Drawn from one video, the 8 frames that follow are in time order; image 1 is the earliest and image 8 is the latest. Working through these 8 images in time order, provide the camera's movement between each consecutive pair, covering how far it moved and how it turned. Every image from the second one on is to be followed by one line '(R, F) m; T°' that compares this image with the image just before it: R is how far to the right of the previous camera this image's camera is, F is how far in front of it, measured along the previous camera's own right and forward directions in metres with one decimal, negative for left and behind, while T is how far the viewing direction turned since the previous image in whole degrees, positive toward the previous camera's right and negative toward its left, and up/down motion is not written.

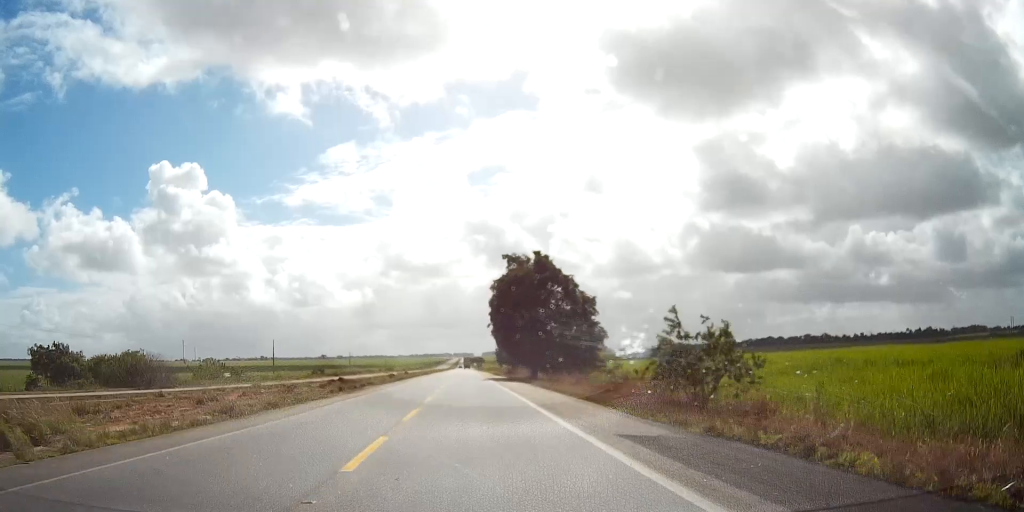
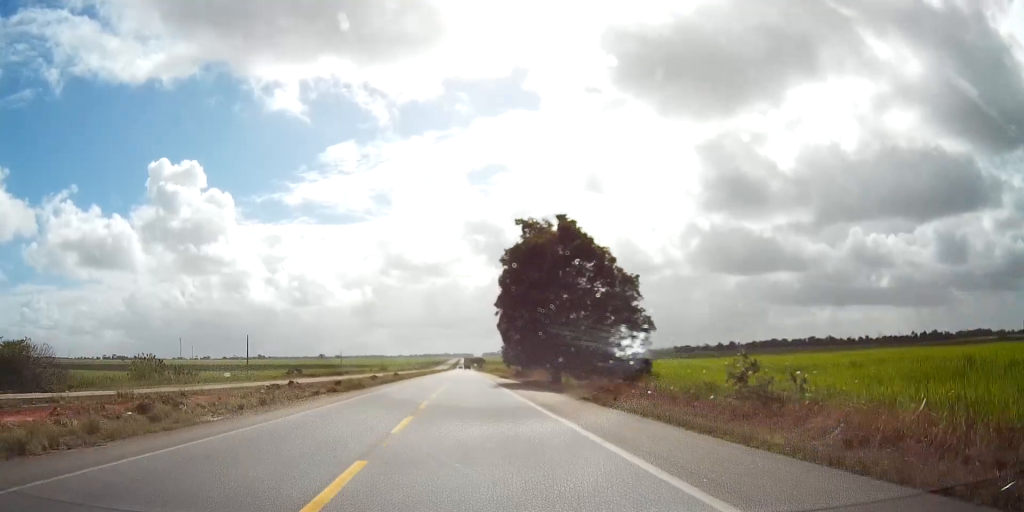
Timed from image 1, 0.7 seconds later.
(0.0, +19.4) m; 0°
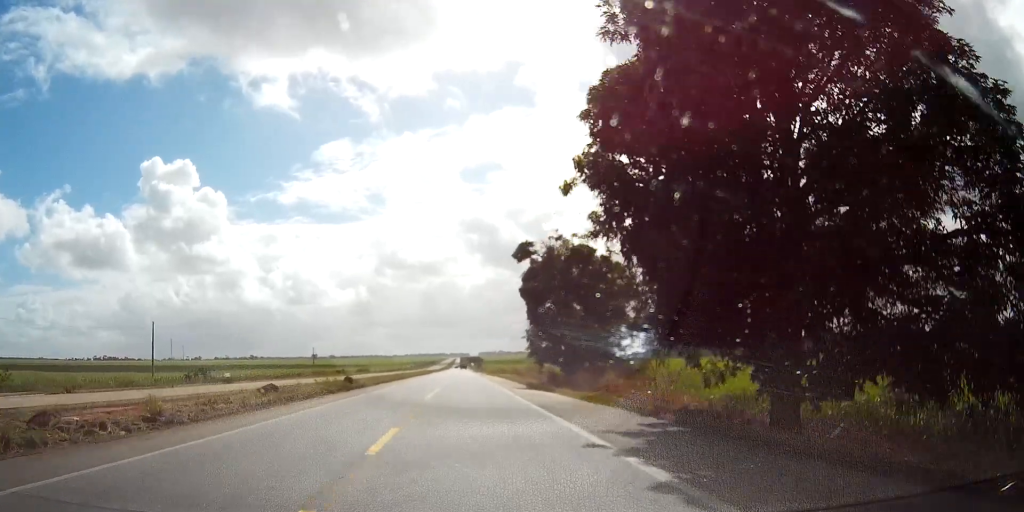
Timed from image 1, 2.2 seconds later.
(0.0, +43.4) m; 0°
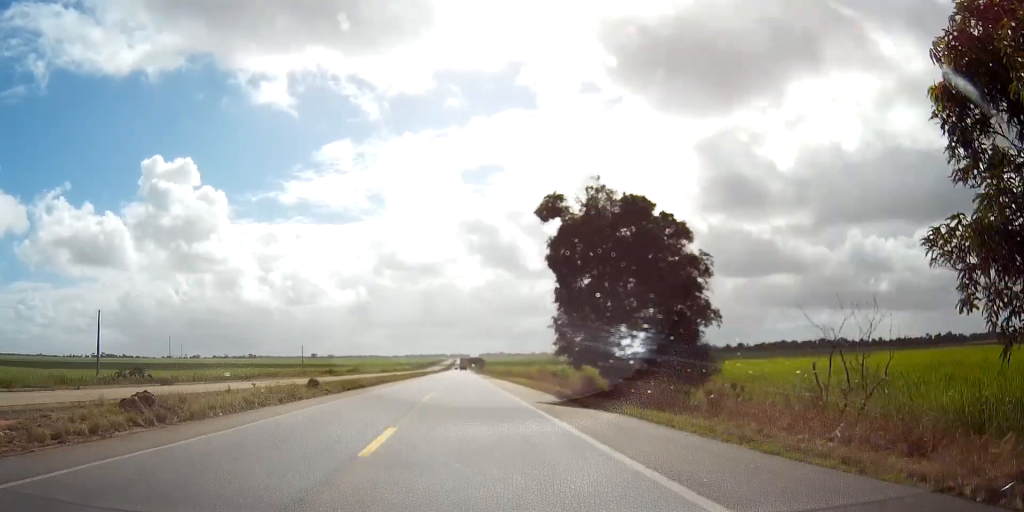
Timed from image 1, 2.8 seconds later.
(0.0, +16.6) m; 0°
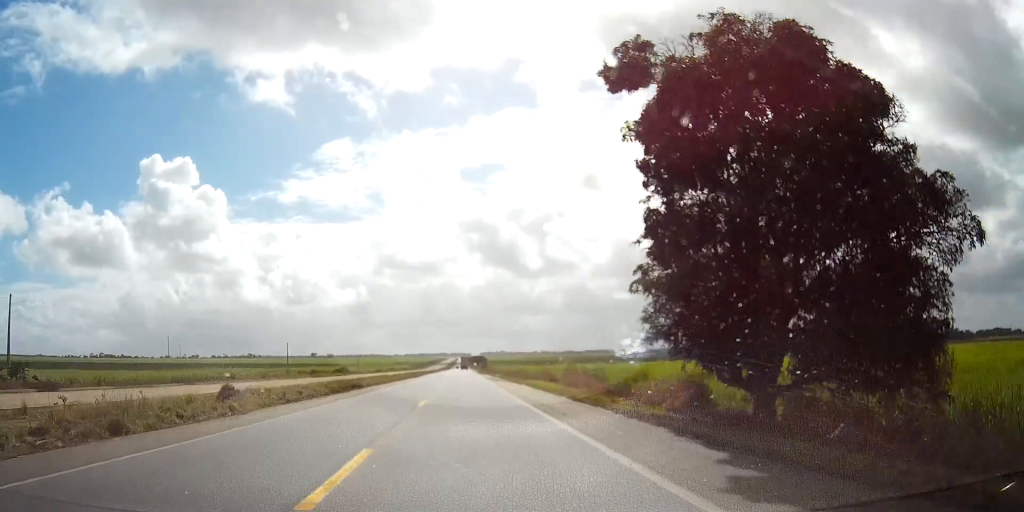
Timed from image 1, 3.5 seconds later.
(0.0, +19.6) m; 0°
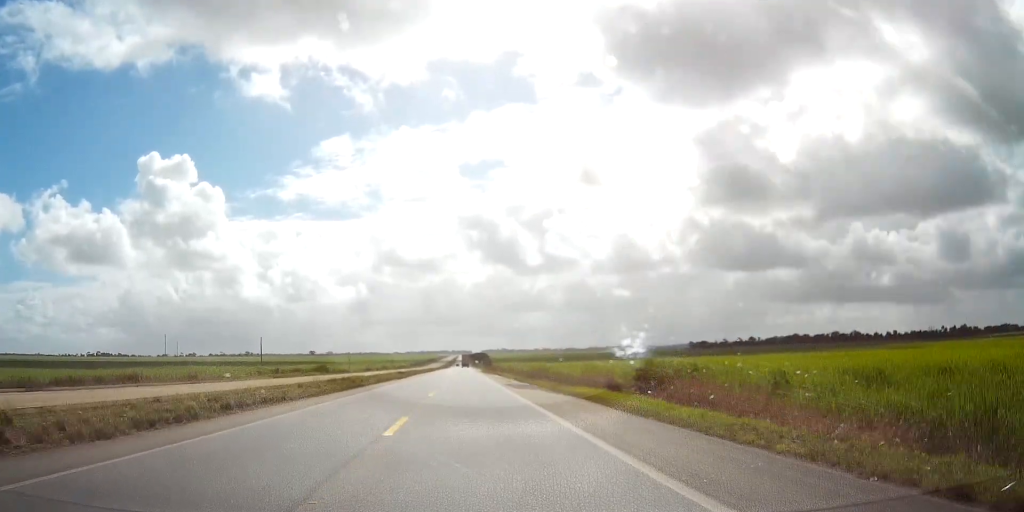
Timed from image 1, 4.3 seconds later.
(0.0, +25.9) m; 0°
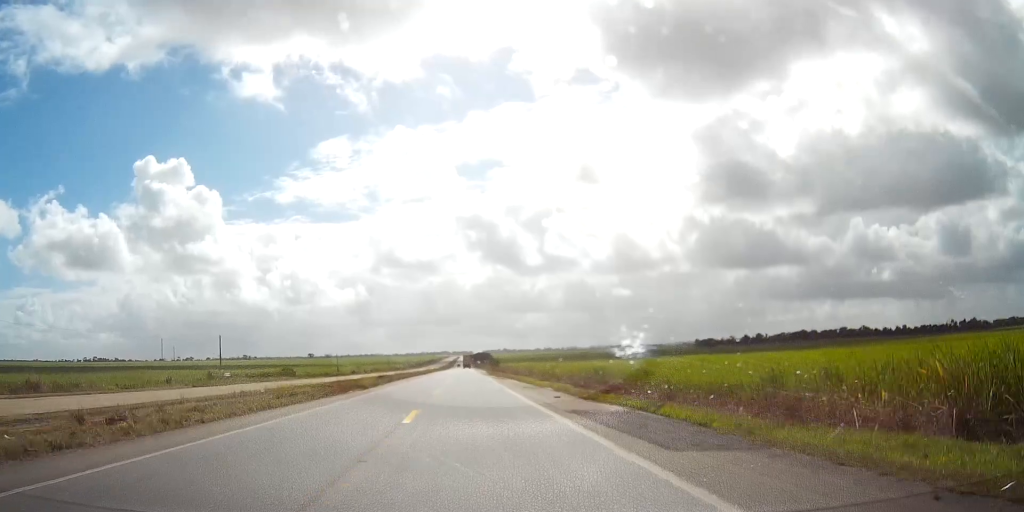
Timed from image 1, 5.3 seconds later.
(0.0, +29.4) m; 0°
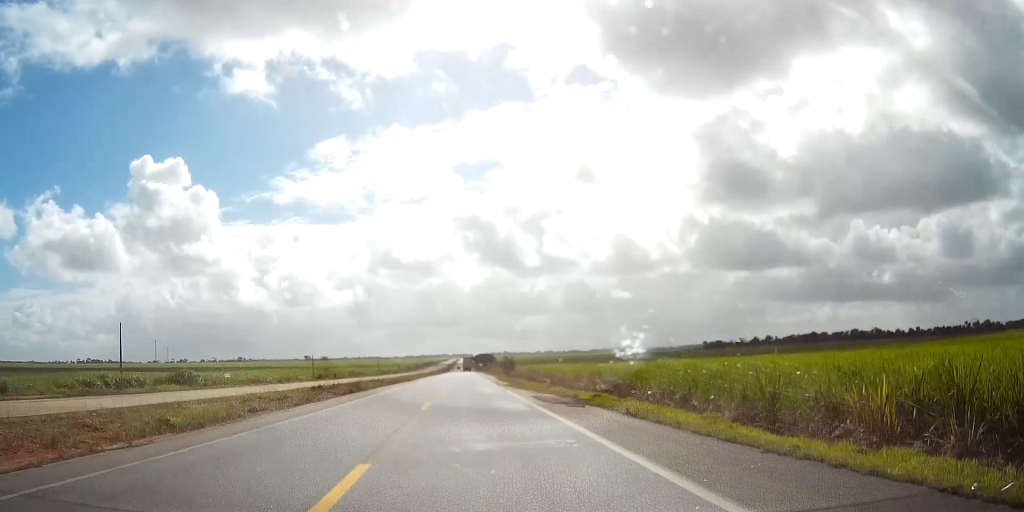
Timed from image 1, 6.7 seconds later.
(-0.1, +42.6) m; 0°
